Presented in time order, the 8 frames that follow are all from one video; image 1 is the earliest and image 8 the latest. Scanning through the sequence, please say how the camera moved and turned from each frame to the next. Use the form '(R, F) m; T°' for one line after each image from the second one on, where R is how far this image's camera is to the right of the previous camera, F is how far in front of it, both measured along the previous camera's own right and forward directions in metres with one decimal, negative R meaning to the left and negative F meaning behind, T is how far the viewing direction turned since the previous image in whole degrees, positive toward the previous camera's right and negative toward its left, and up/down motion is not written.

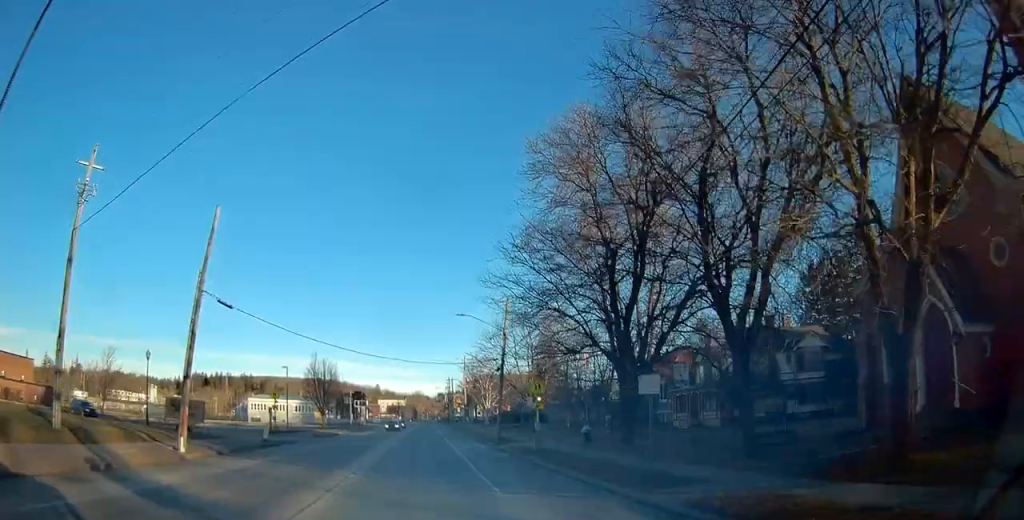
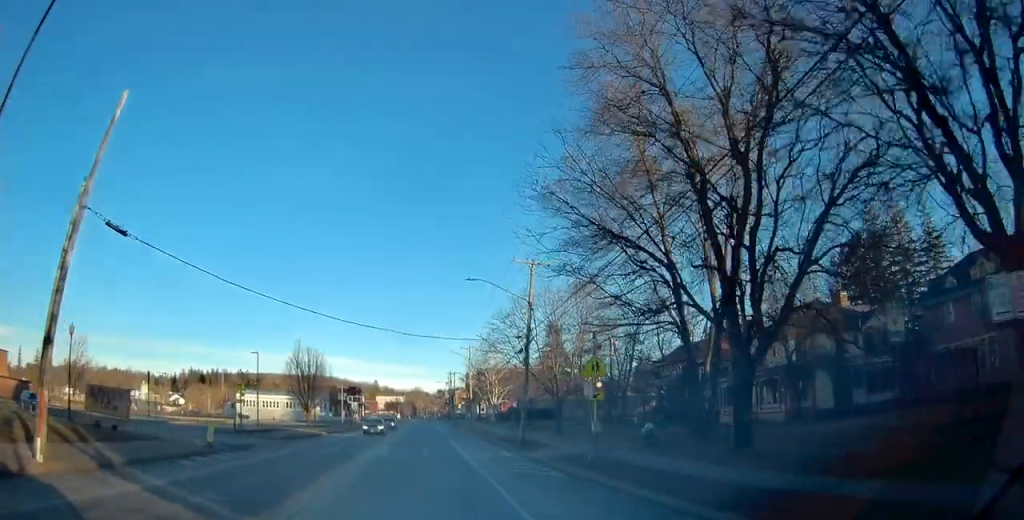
(-0.4, +9.9) m; -1°
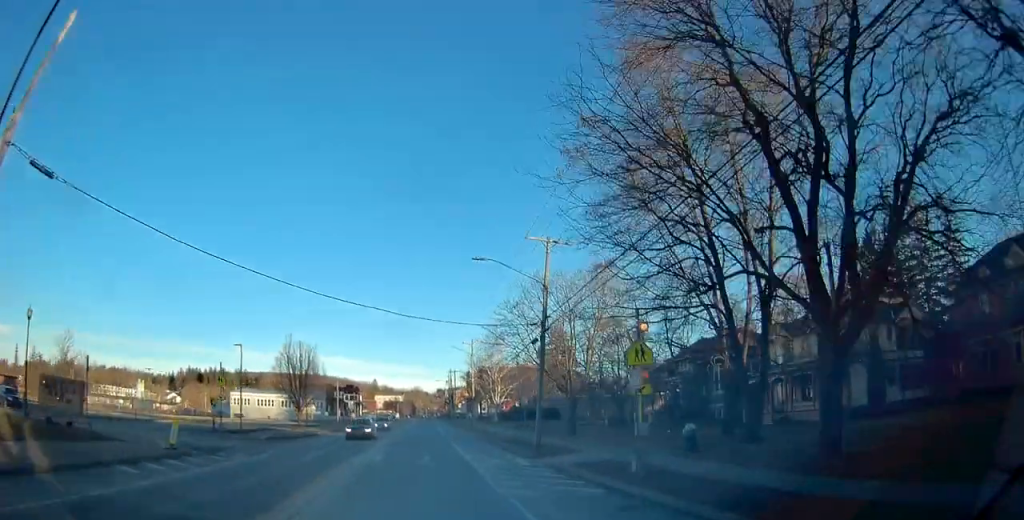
(-0.1, +4.1) m; +1°
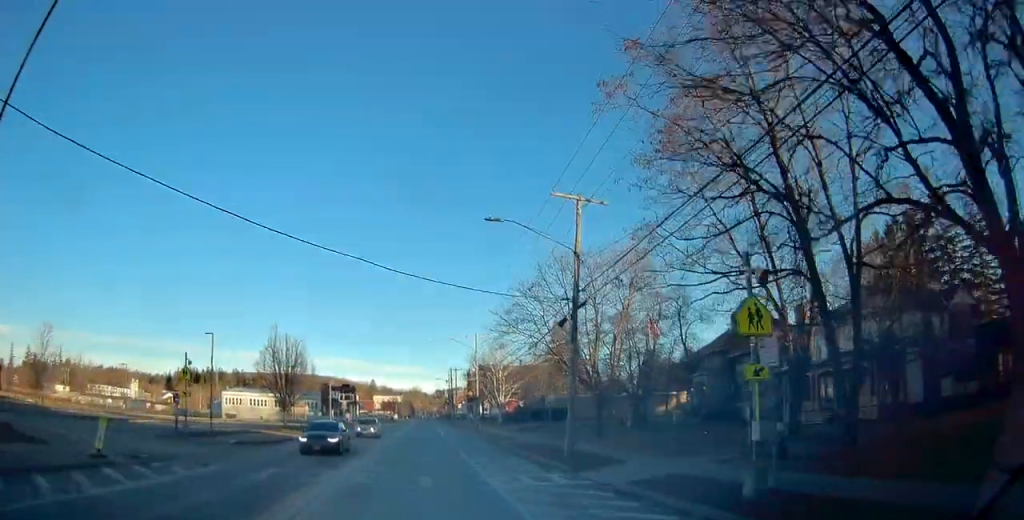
(+0.2, +5.9) m; +3°
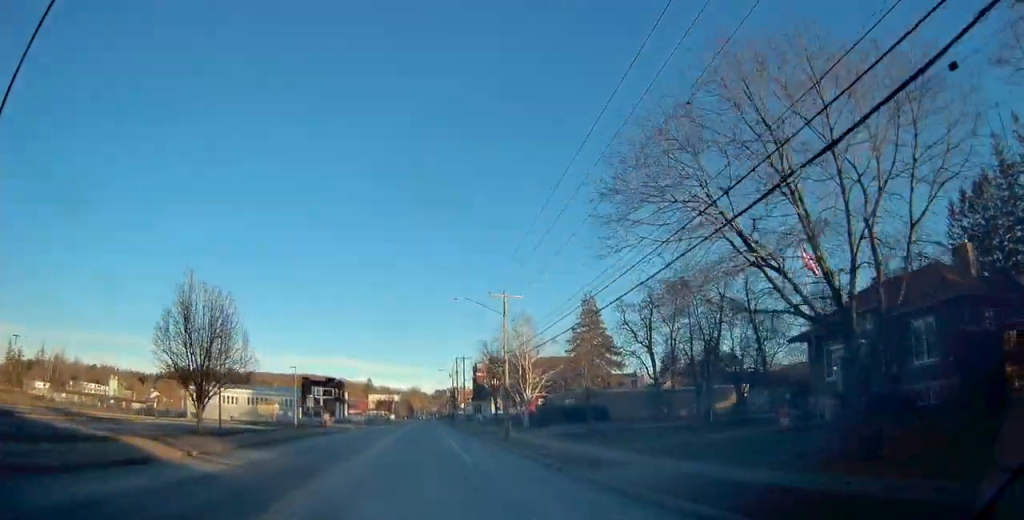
(+0.4, +21.7) m; -1°
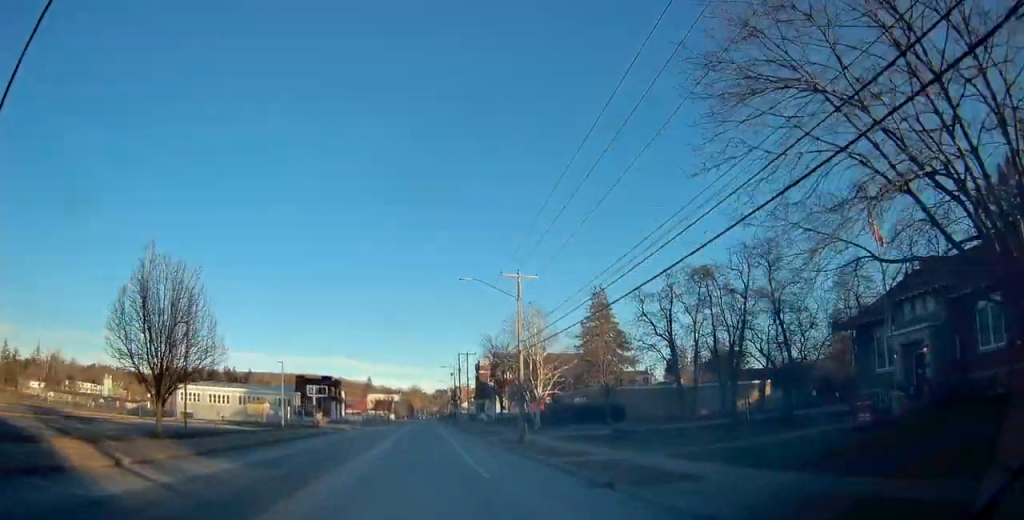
(0.0, +5.8) m; 0°
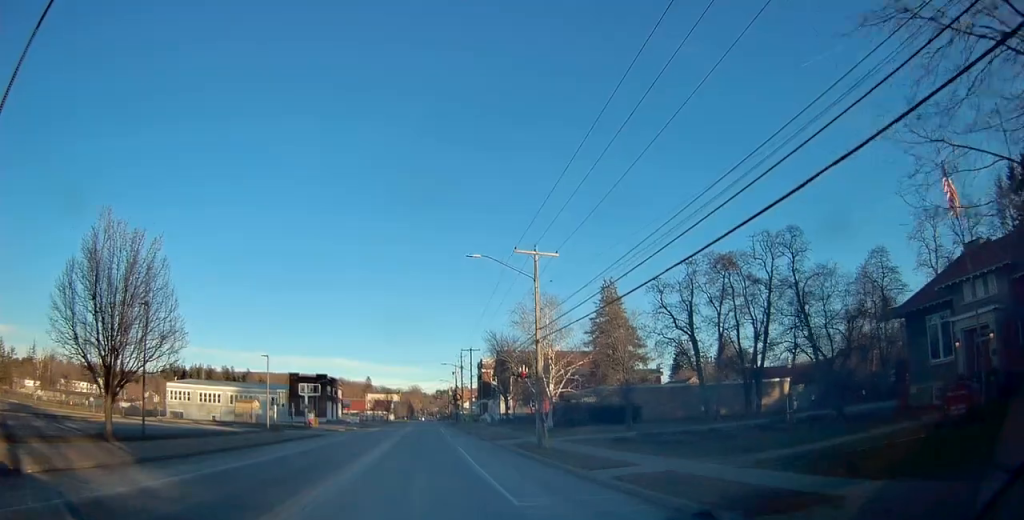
(0.0, +5.1) m; 0°
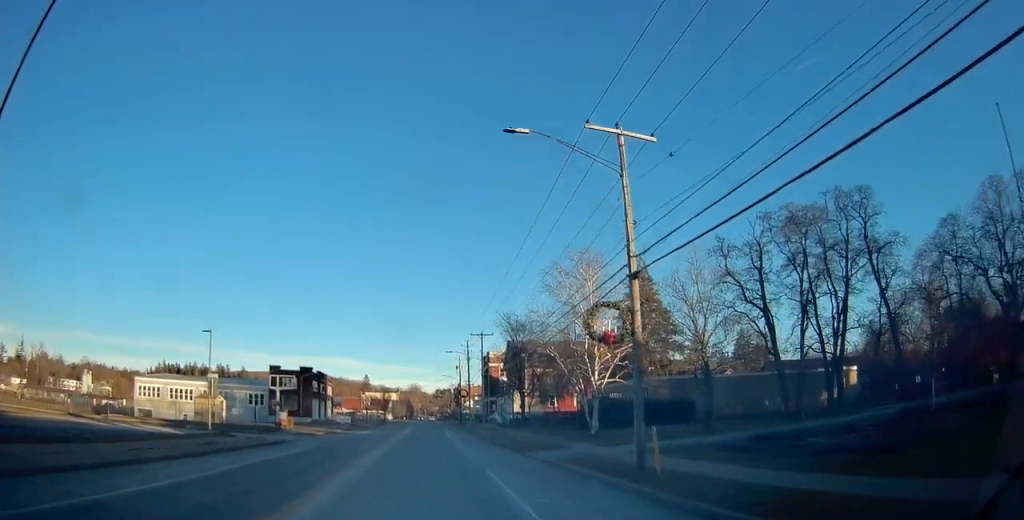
(0.0, +13.6) m; 0°
